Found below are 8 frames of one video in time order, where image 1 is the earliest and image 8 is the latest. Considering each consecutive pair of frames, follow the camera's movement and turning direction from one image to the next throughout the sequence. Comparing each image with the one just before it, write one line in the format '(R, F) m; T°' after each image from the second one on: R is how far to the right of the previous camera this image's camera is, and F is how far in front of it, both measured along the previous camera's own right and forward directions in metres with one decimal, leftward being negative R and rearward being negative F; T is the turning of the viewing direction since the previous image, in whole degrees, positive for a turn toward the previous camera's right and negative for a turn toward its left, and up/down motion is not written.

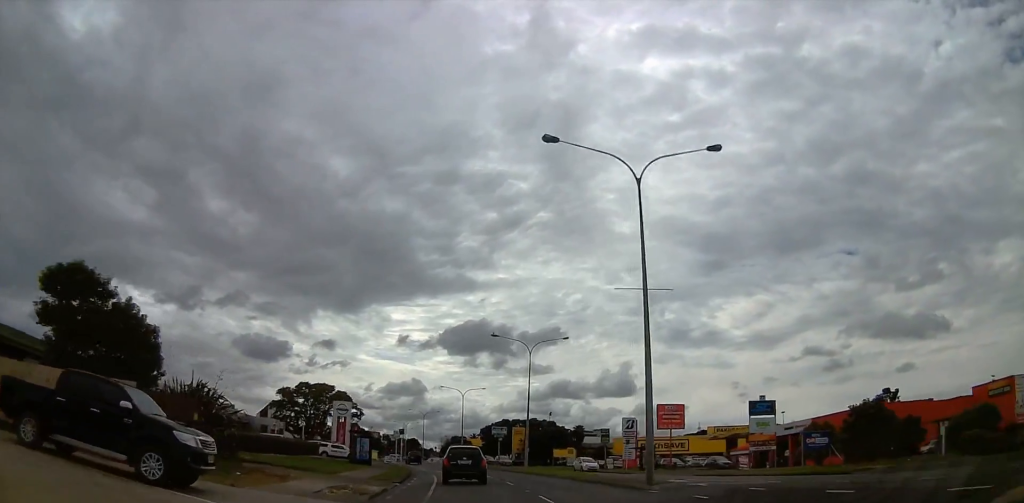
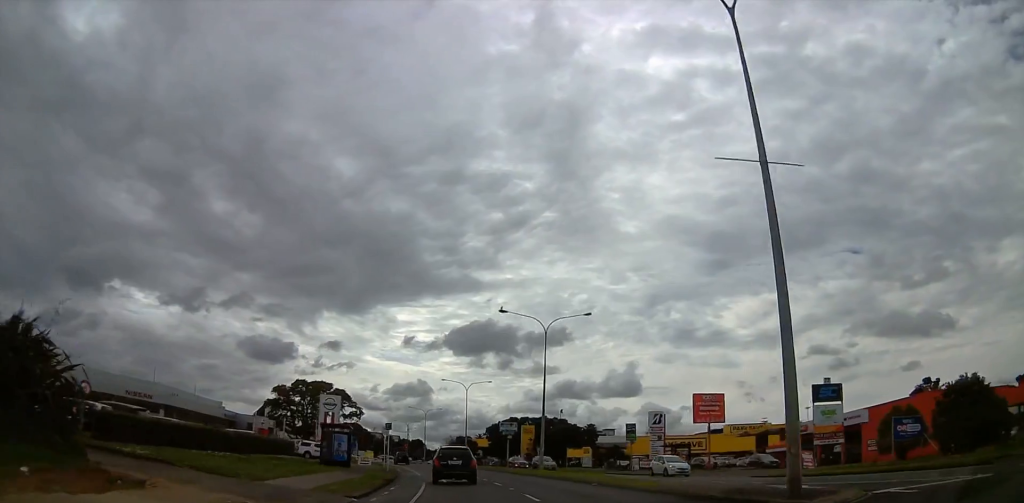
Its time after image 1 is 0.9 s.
(+1.3, +8.8) m; +1°
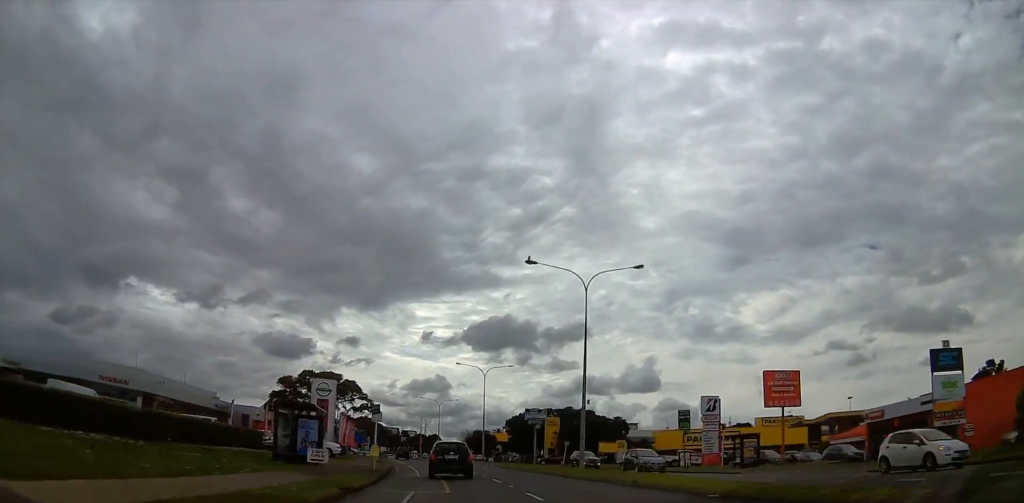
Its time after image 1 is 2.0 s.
(-1.1, +11.0) m; -6°
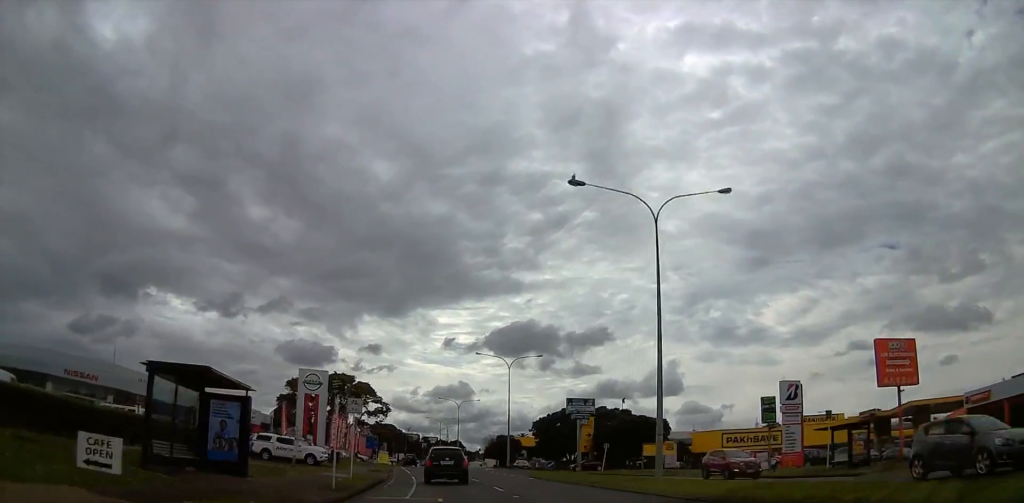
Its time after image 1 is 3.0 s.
(-0.1, +11.6) m; +2°
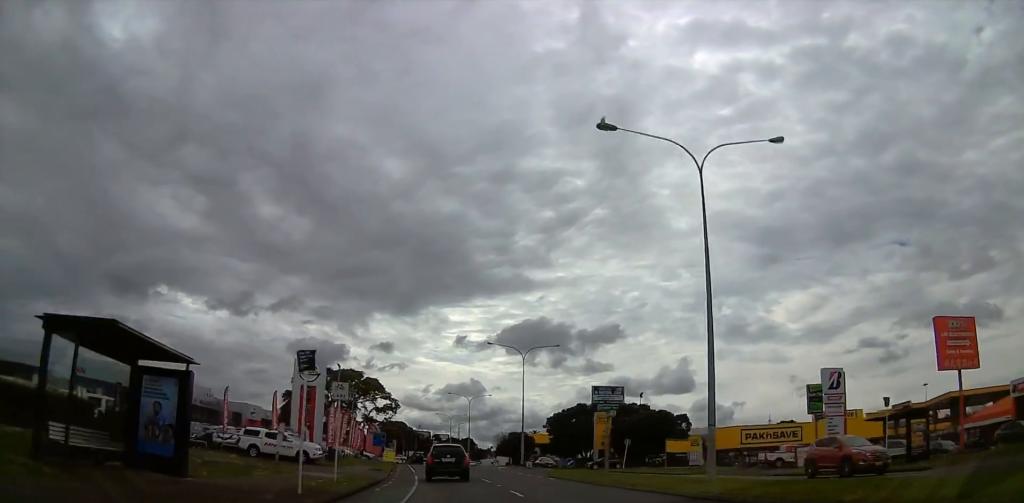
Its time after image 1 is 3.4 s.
(+0.2, +4.5) m; +1°
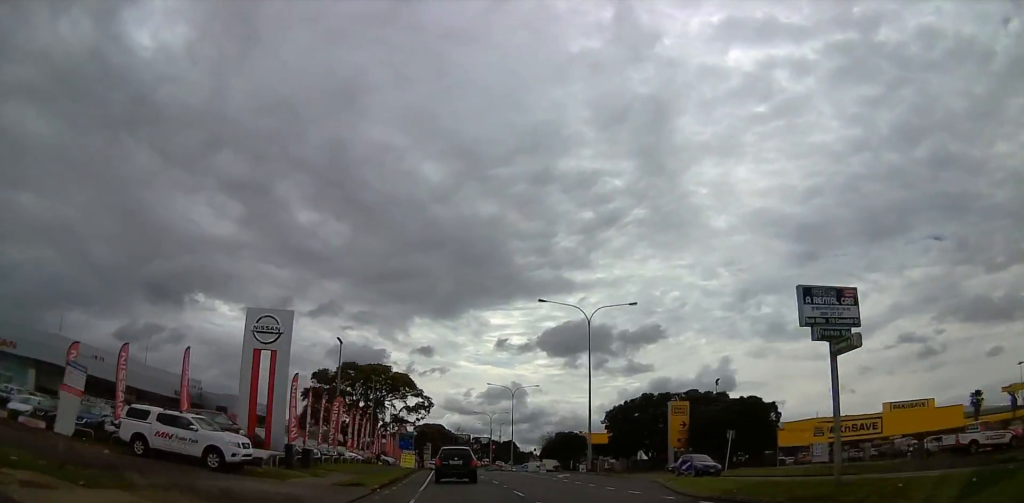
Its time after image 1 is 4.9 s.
(+0.4, +17.3) m; +1°
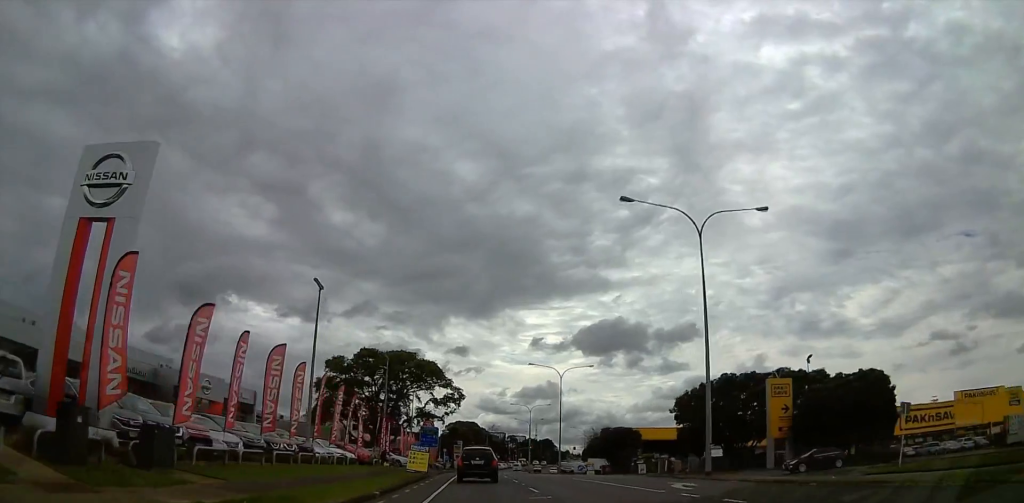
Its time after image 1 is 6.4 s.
(-0.5, +17.9) m; -6°
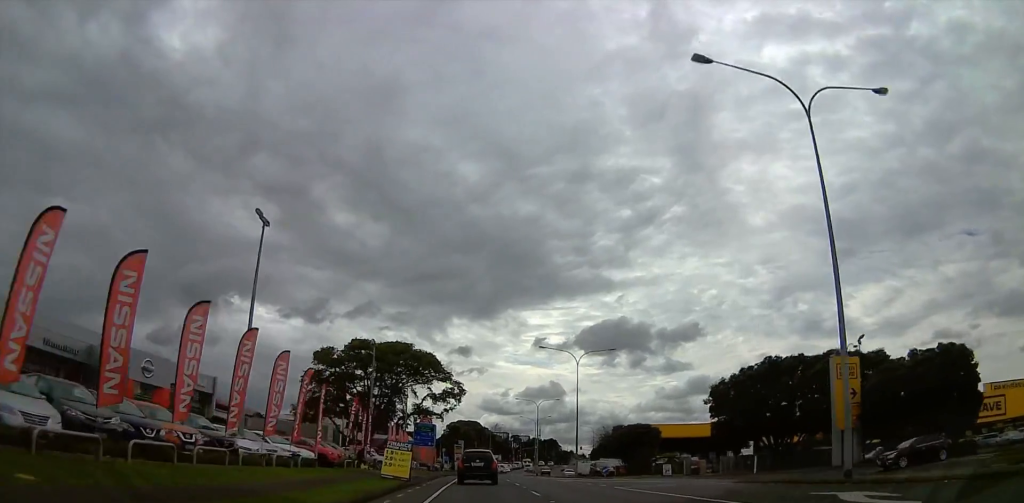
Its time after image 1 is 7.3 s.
(-0.5, +10.6) m; -4°
